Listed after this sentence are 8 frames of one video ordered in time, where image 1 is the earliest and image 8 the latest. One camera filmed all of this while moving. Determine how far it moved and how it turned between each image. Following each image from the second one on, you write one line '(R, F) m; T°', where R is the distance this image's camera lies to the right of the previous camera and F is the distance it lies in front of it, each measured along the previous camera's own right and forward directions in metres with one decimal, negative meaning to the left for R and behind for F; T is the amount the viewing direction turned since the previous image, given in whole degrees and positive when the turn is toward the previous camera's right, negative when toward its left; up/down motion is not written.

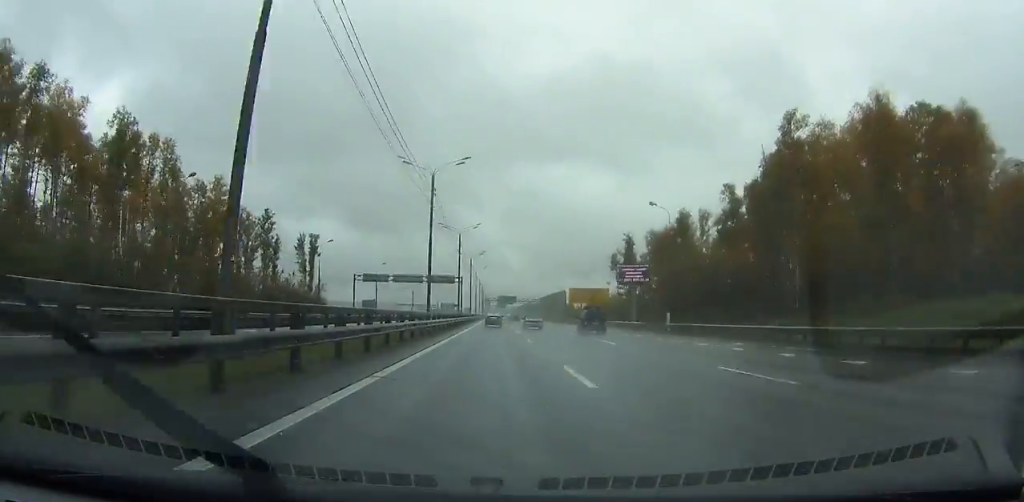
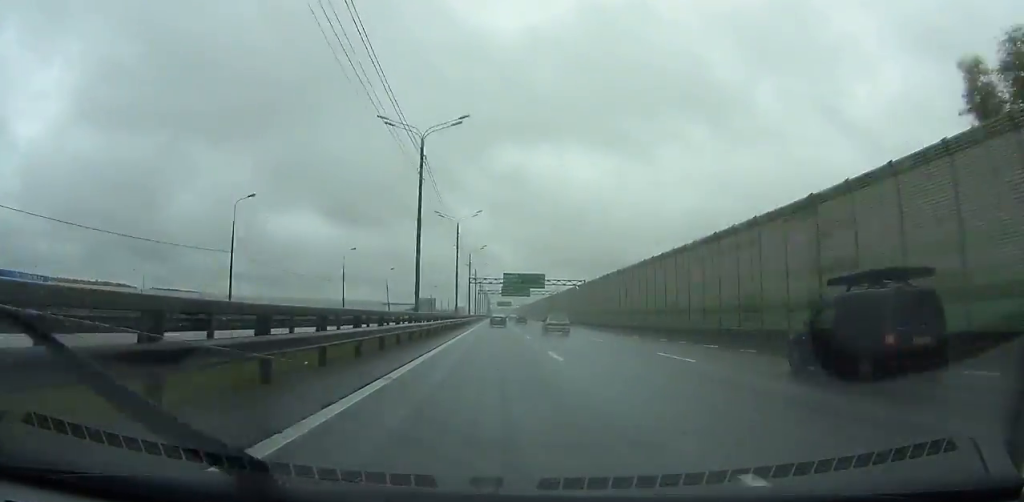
(+0.2, +109.5) m; 0°
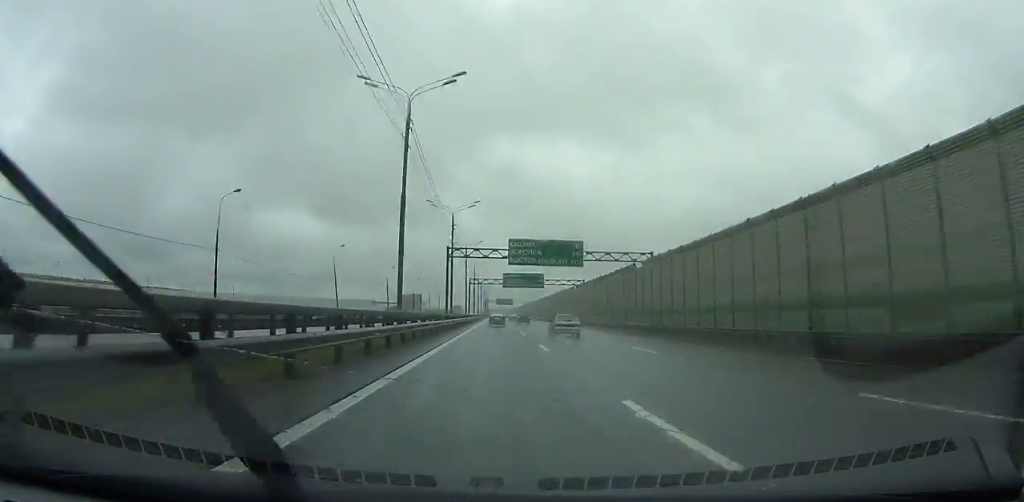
(0.0, +42.3) m; 0°
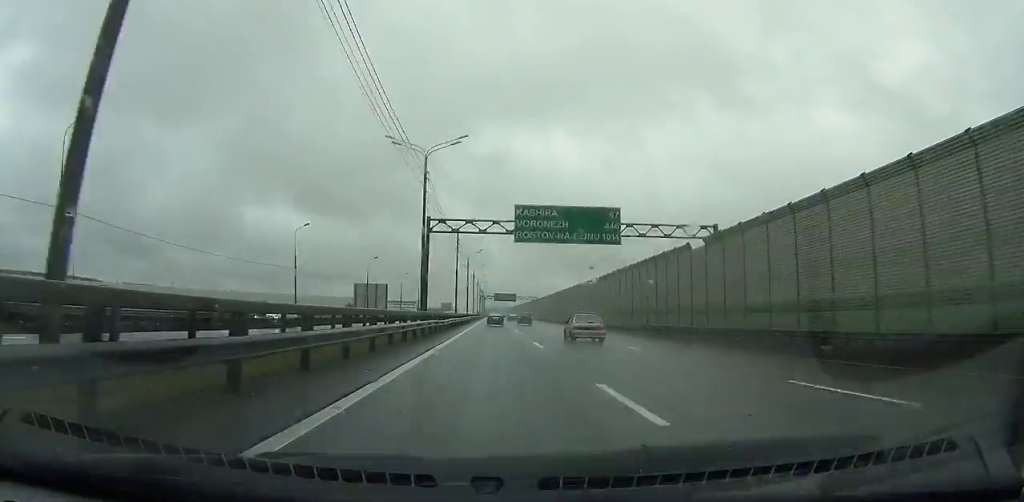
(-0.1, +59.7) m; 0°
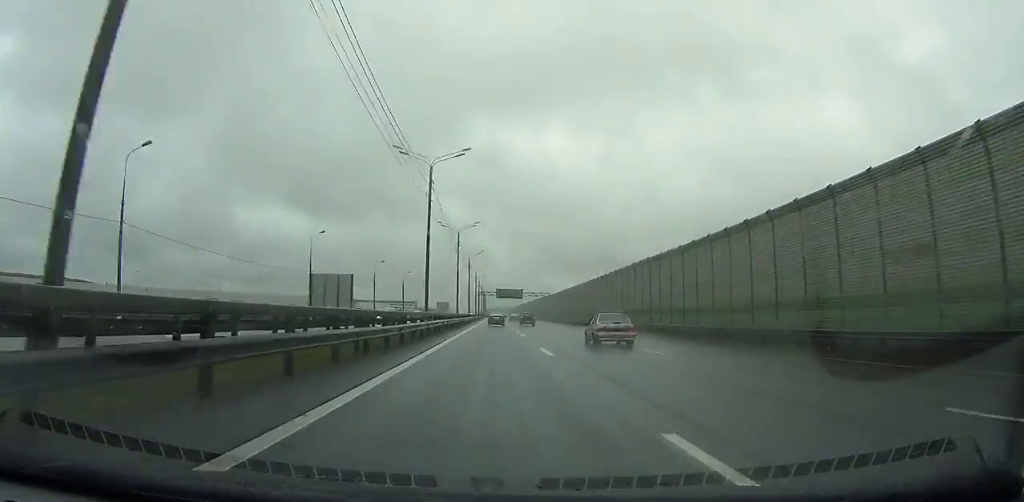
(+0.1, +36.4) m; 0°
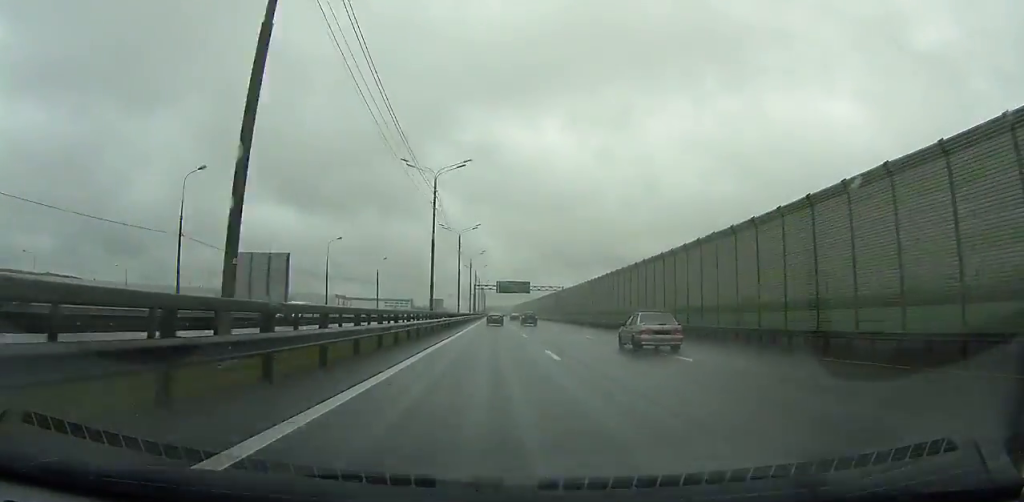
(+0.1, +33.7) m; 0°
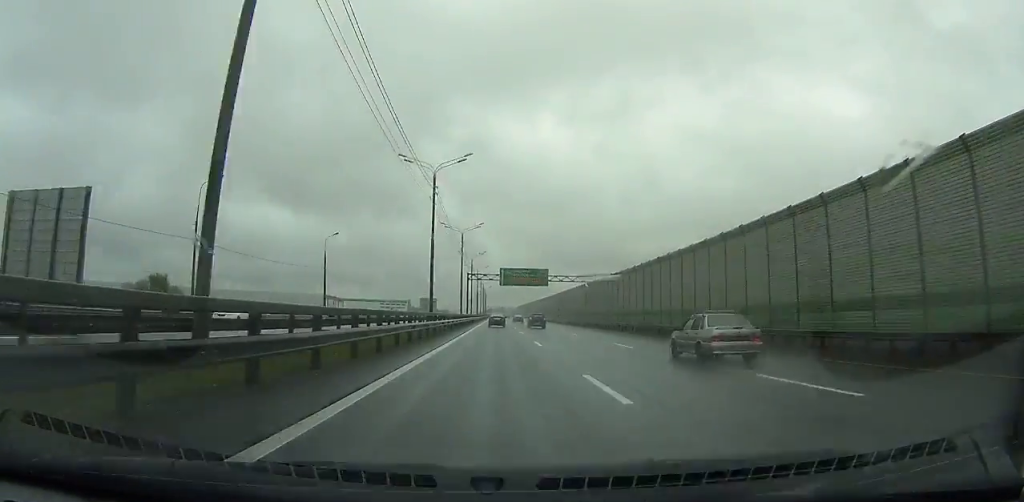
(0.0, +39.5) m; 0°
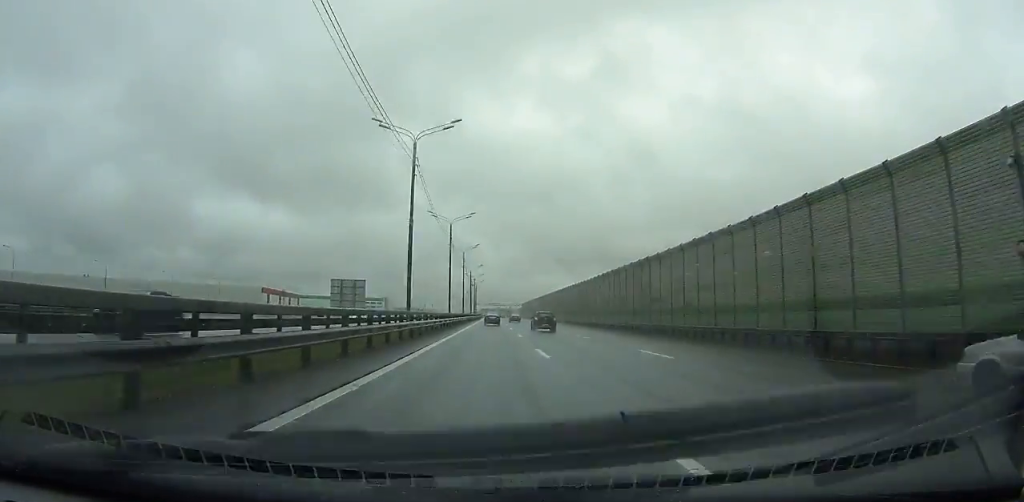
(0.0, +119.1) m; 0°
